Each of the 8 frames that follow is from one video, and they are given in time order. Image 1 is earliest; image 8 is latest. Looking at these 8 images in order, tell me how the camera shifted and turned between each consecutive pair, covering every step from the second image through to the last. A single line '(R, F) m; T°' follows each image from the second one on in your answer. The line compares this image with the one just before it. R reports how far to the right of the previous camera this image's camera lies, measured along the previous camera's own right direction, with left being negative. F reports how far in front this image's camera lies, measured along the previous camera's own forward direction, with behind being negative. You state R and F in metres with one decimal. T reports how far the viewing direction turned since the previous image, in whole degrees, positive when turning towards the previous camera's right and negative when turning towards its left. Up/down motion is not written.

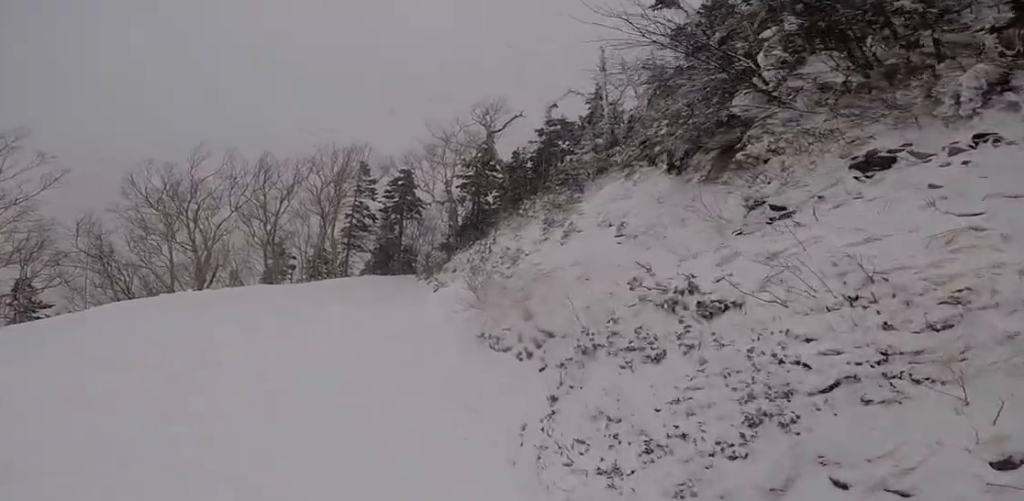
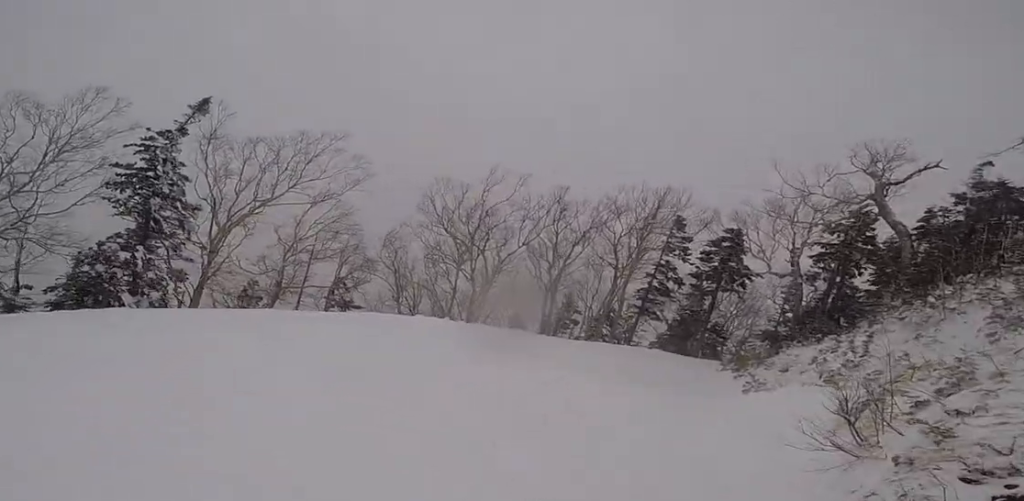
(0.0, +2.6) m; -10°
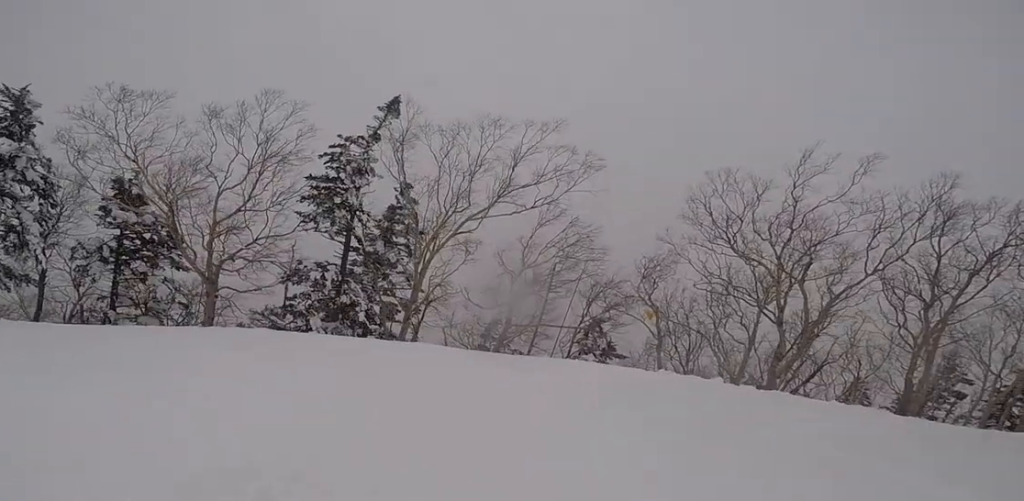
(-1.0, +4.1) m; -25°
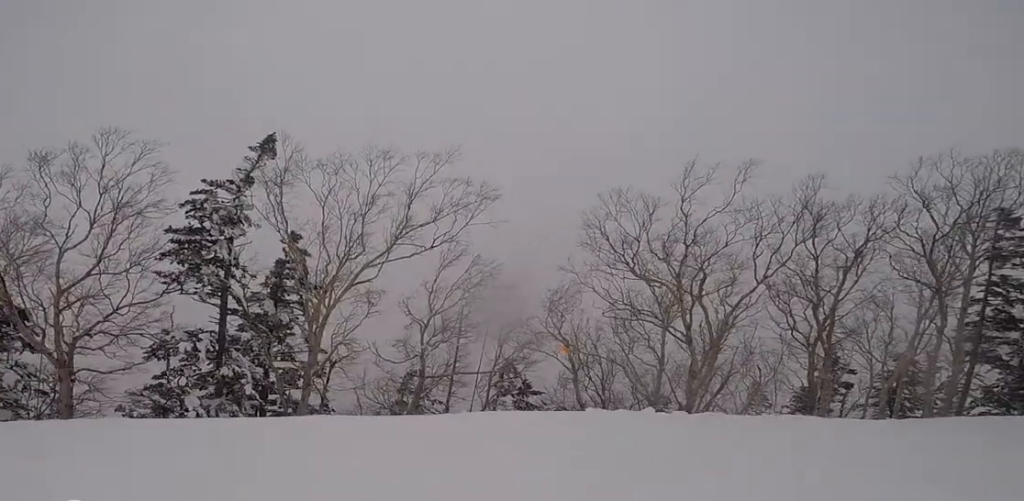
(-0.1, +1.5) m; -19°
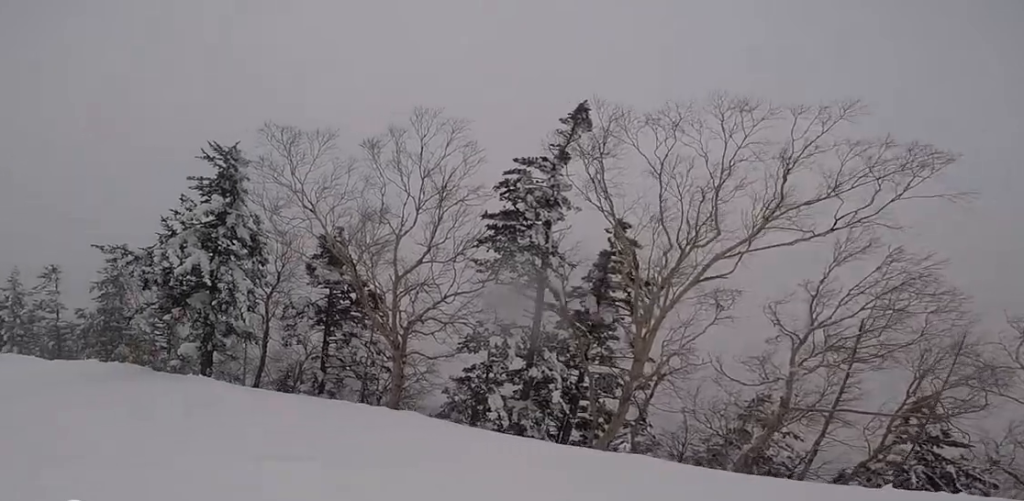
(-0.4, +1.8) m; -36°
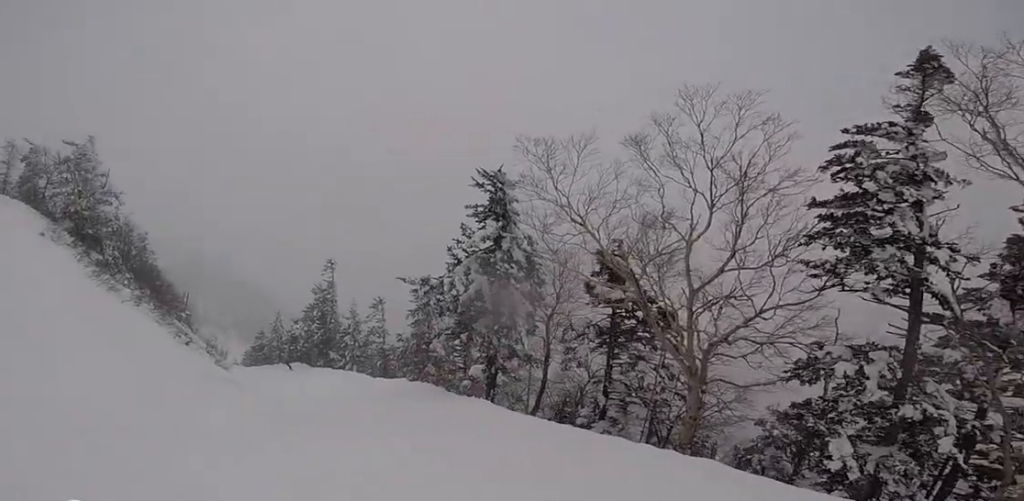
(-0.6, +1.0) m; -23°
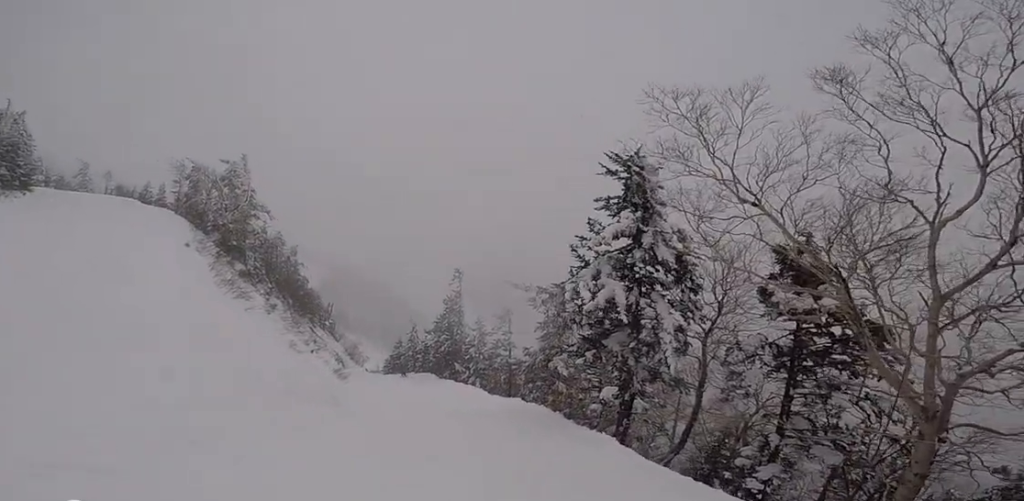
(-1.0, +3.8) m; -27°
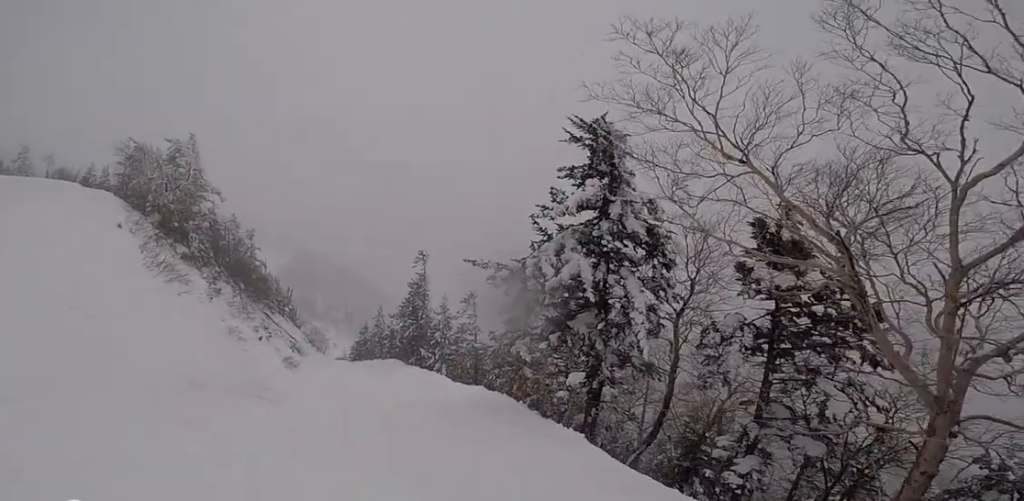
(-0.3, +1.8) m; -17°
